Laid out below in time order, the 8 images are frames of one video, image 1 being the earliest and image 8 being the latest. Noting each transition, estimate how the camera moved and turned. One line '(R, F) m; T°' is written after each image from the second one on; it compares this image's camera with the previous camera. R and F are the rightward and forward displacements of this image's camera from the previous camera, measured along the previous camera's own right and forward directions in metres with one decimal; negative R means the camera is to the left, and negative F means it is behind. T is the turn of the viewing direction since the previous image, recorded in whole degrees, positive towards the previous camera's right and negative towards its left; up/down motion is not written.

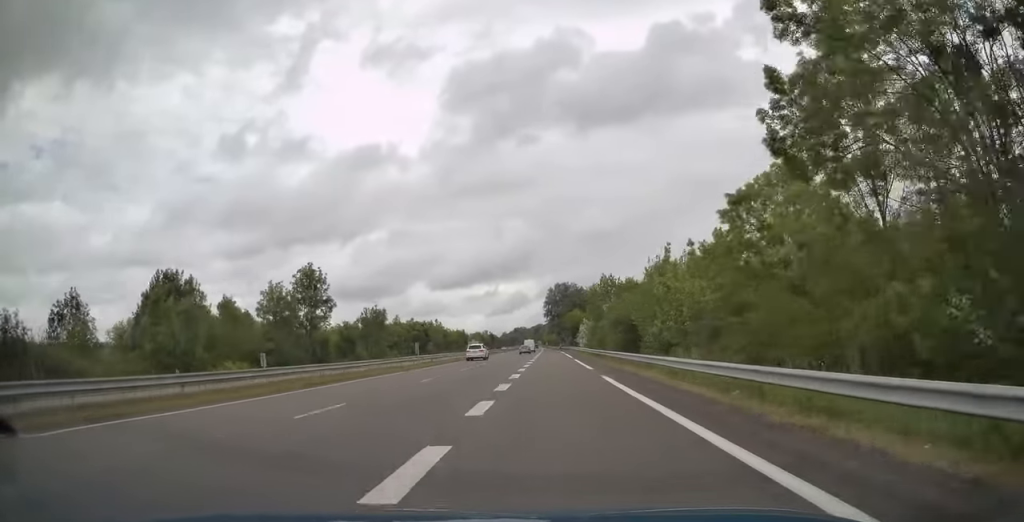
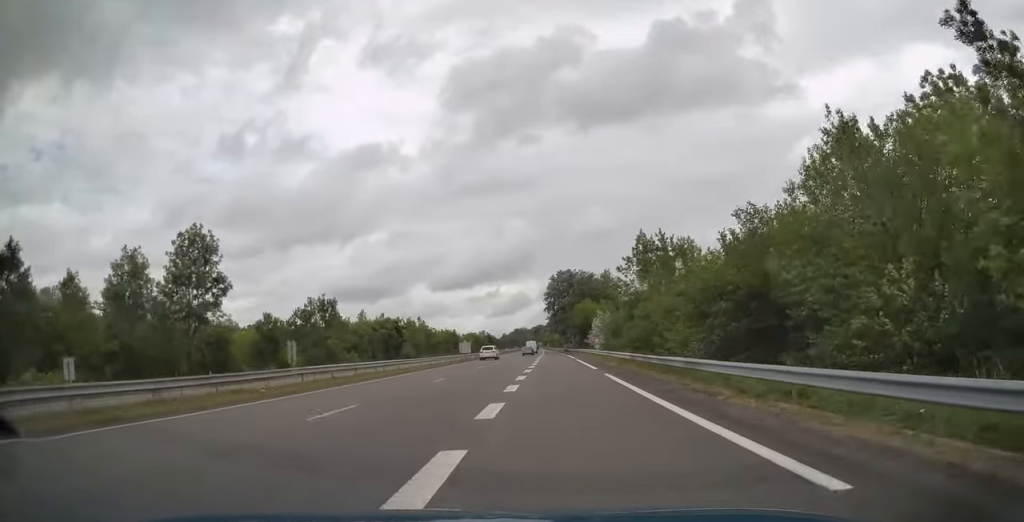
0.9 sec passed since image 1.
(-0.1, +26.4) m; 0°
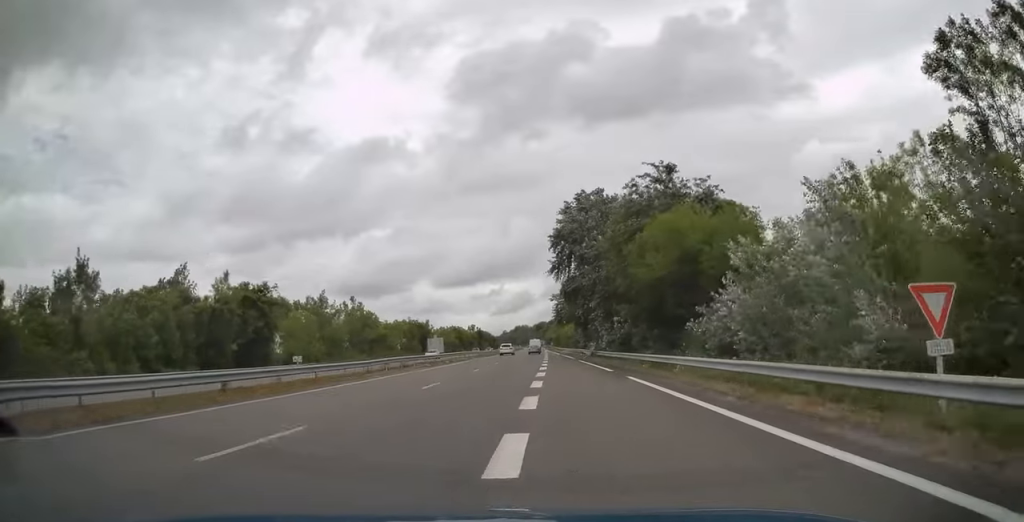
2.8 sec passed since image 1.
(-0.5, +57.6) m; 0°
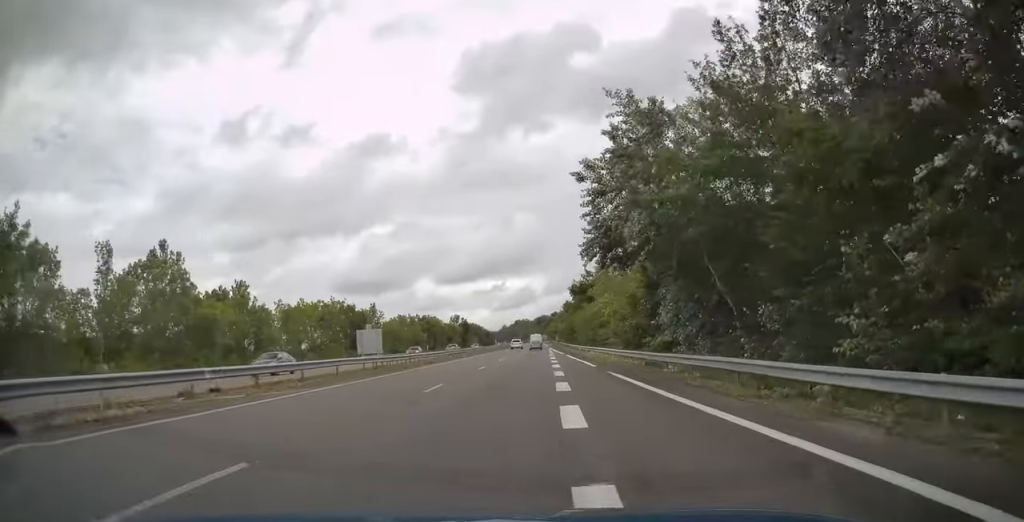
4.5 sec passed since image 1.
(+0.3, +55.6) m; -1°
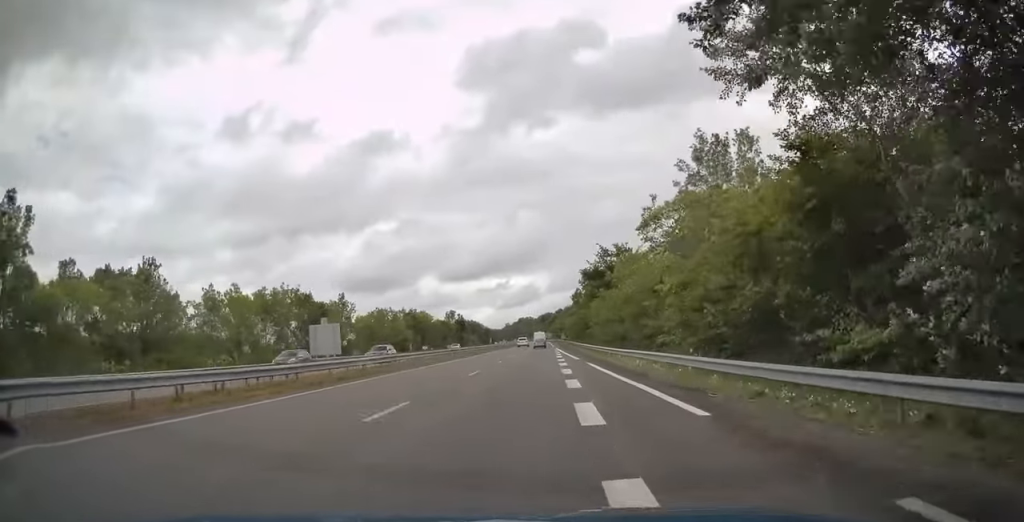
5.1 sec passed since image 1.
(-0.2, +19.4) m; 0°
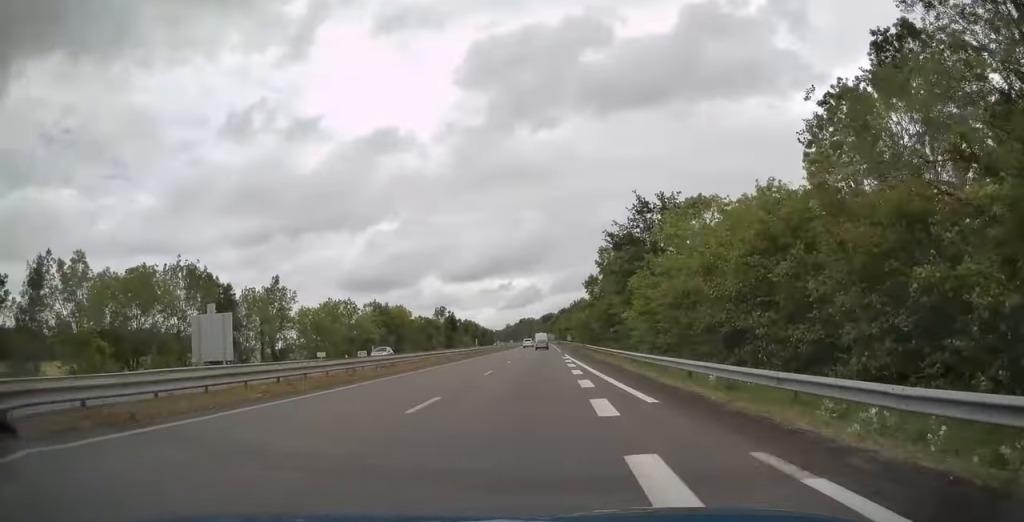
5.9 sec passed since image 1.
(-0.1, +24.8) m; 0°
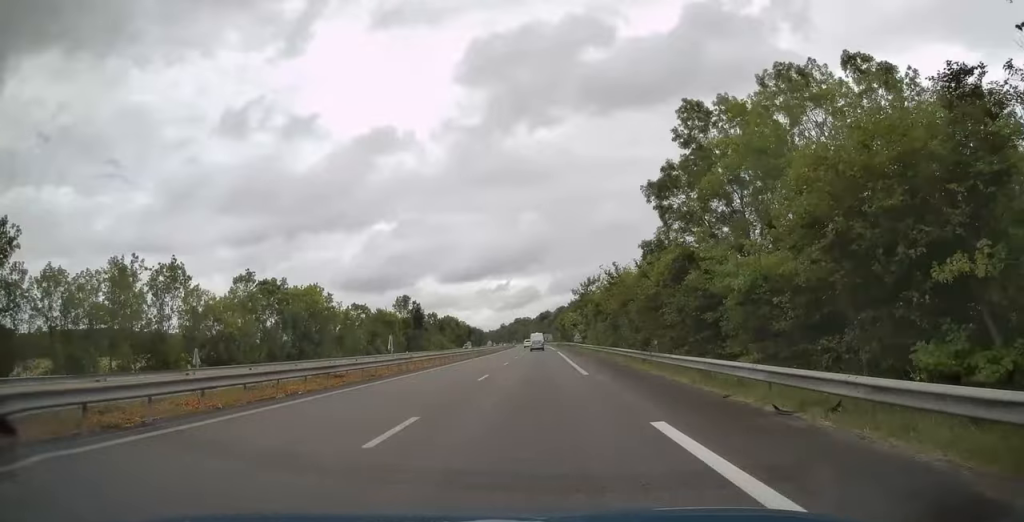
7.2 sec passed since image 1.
(+0.3, +43.0) m; 0°
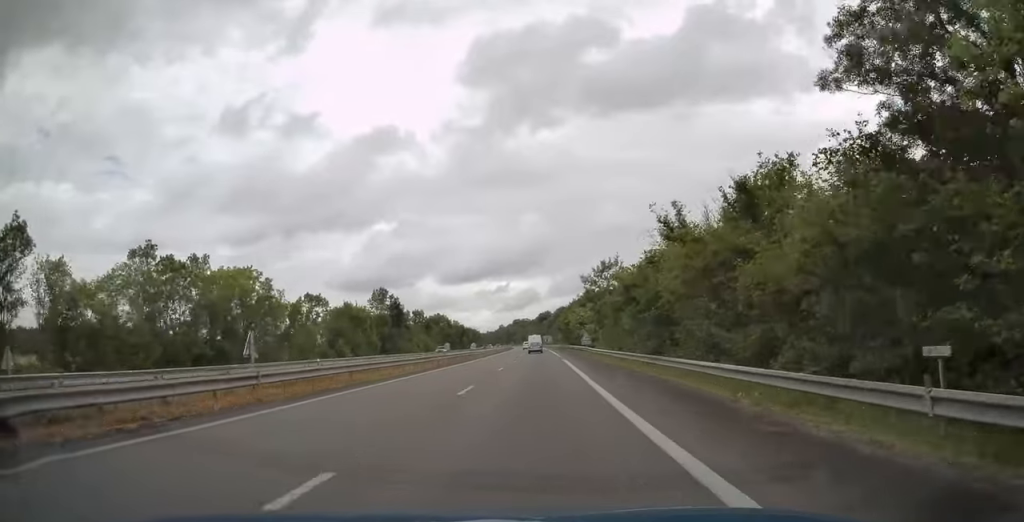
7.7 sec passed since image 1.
(0.0, +17.7) m; 0°
